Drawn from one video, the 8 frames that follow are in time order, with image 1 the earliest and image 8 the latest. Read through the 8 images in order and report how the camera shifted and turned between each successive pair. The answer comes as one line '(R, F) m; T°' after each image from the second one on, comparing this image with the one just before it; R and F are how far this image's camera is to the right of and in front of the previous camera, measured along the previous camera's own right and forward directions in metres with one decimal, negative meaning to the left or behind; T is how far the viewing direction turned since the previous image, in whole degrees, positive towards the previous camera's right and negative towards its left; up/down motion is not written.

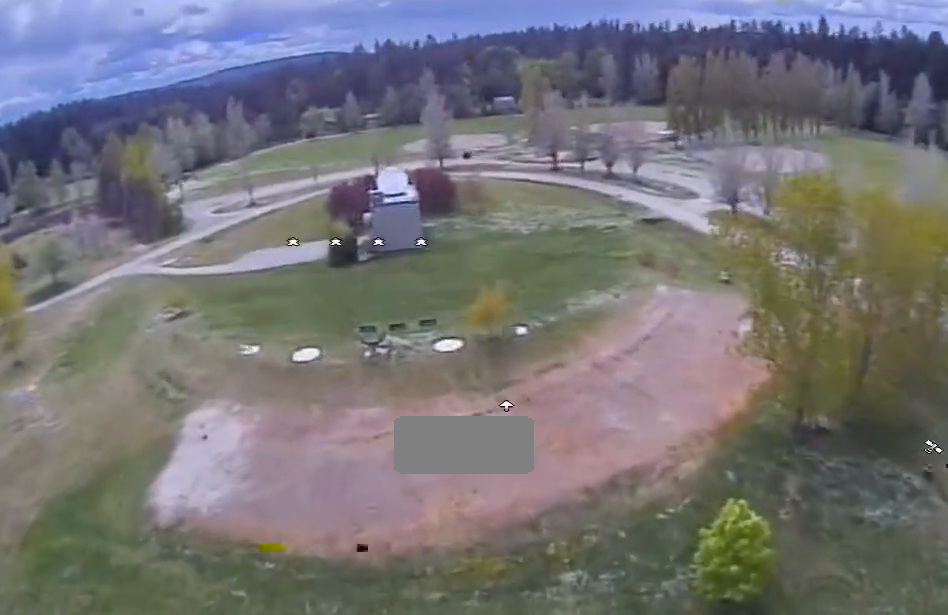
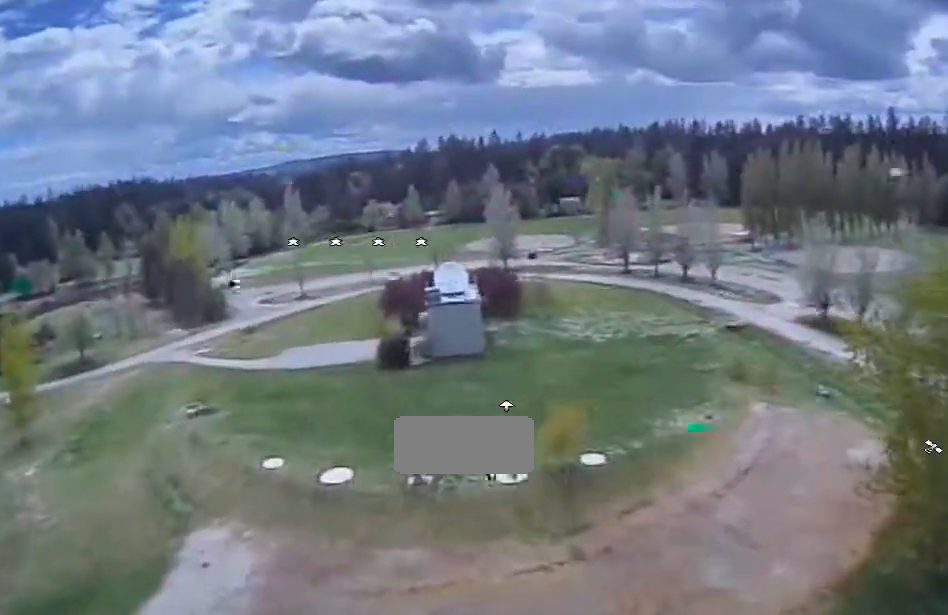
(+0.2, +11.3) m; +1°
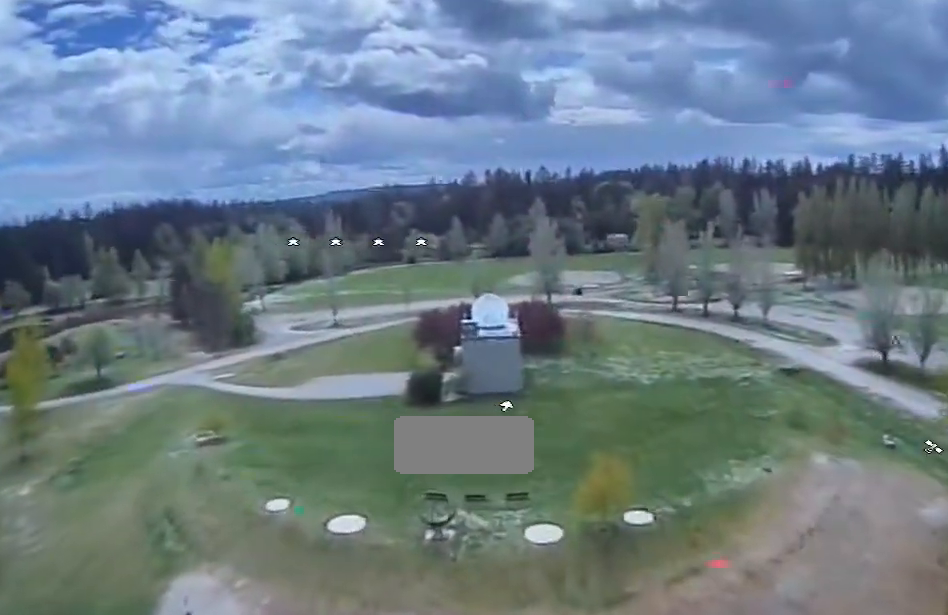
(0.0, +6.5) m; 0°
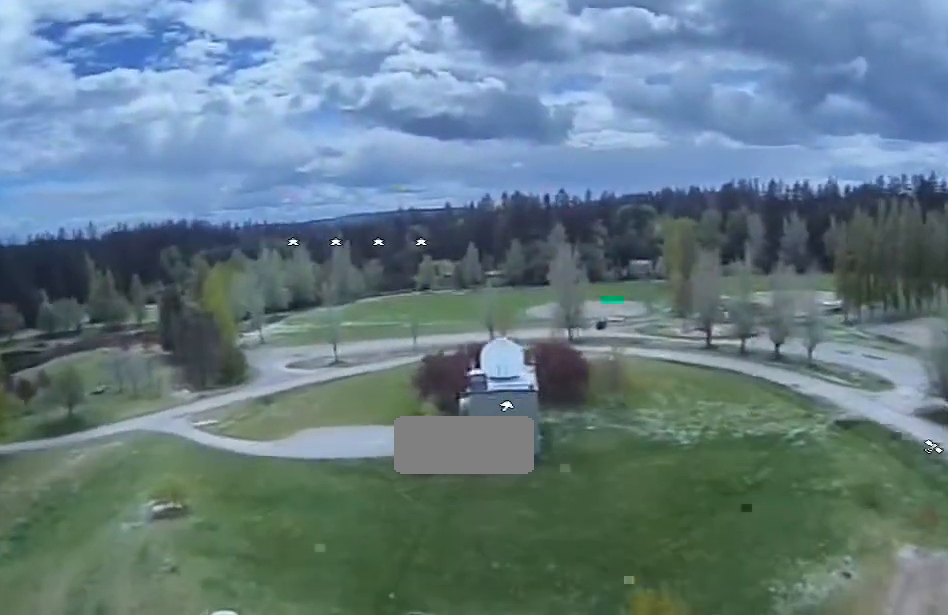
(0.0, +14.0) m; 0°
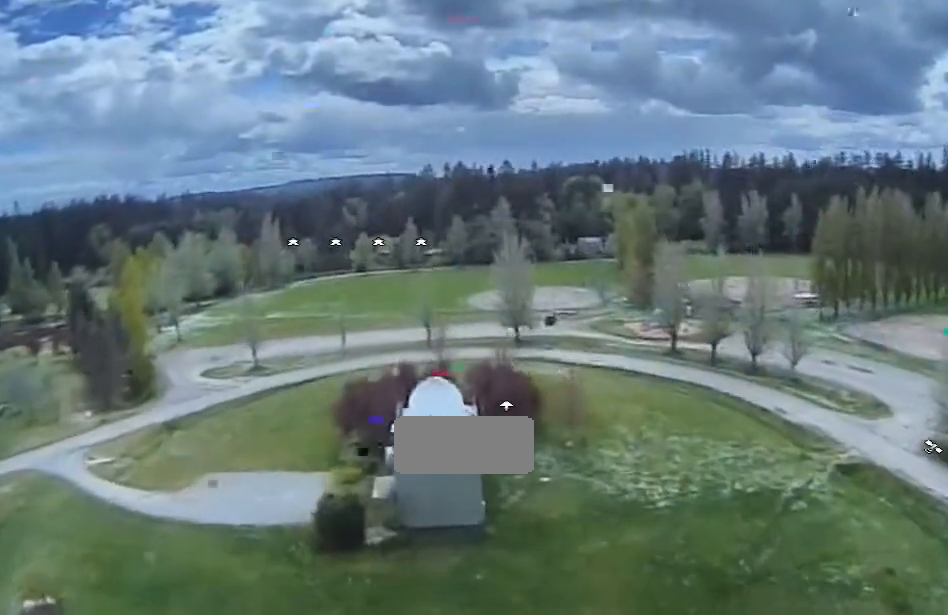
(+0.1, +14.0) m; 0°
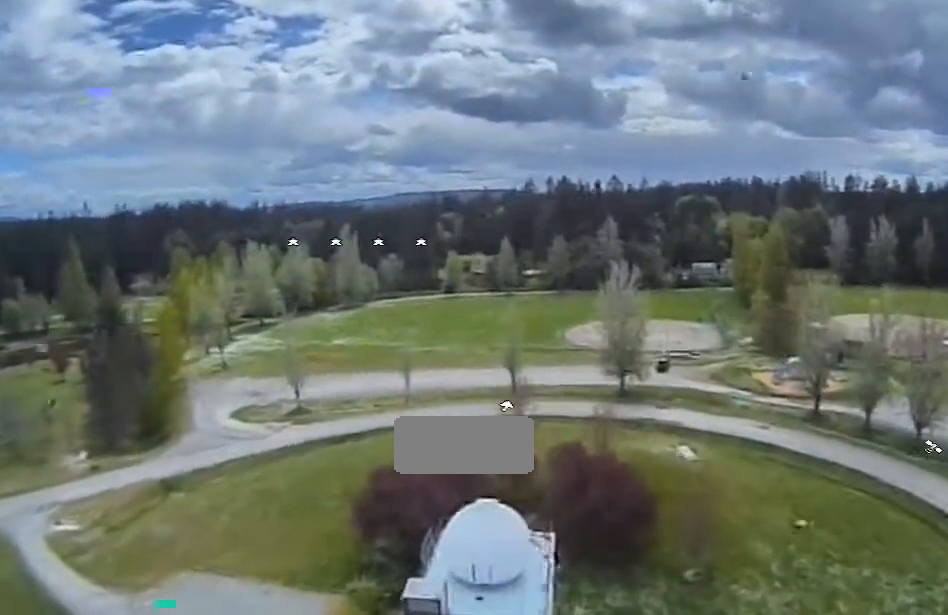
(-0.2, +25.4) m; -2°
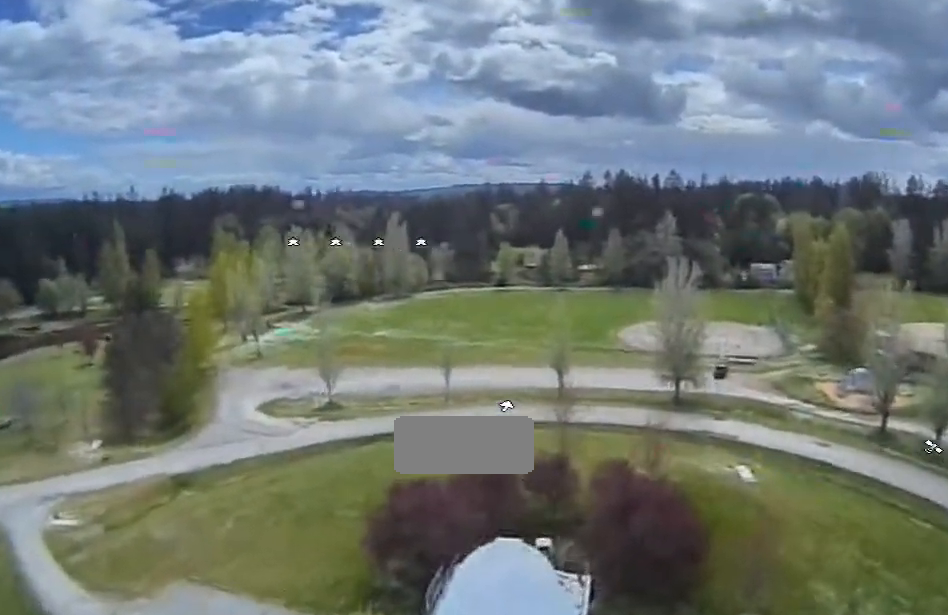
(0.0, +7.2) m; -2°
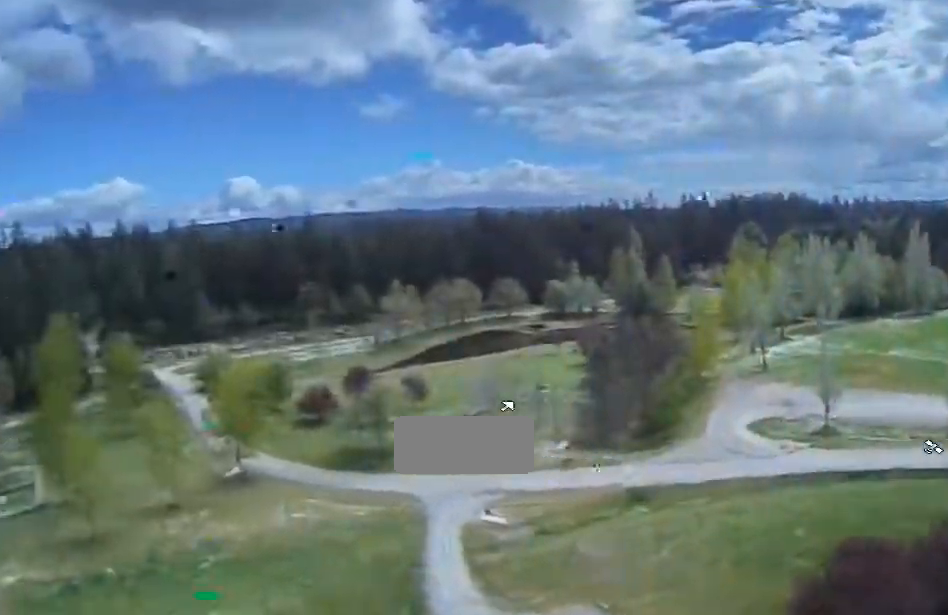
(-0.3, +8.4) m; -4°
